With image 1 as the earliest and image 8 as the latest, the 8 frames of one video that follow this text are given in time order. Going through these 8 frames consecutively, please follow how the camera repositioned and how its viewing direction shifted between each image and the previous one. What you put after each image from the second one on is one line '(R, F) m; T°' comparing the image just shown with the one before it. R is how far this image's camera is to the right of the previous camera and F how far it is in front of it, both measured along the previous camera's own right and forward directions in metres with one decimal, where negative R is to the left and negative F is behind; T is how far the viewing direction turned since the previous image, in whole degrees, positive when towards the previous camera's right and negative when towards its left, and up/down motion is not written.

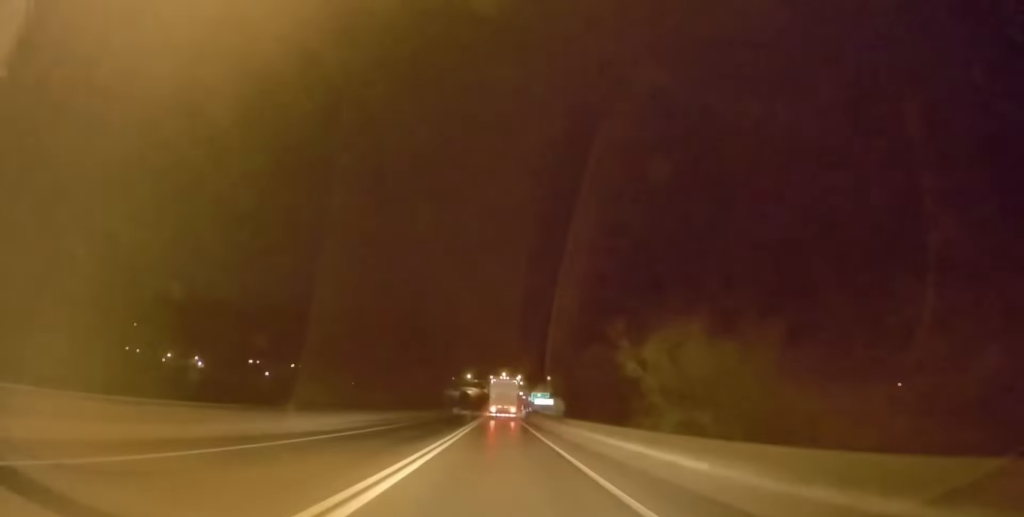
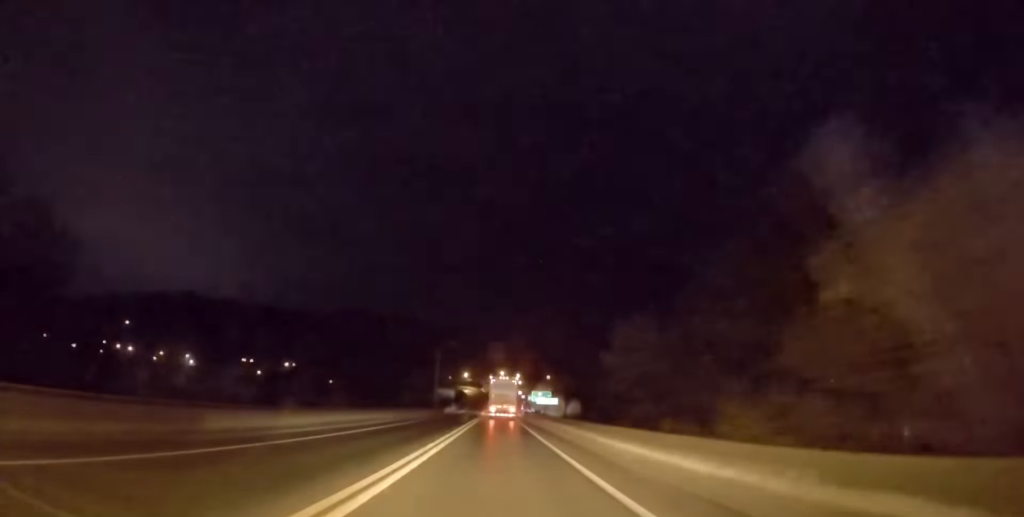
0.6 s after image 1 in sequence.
(-0.1, +12.3) m; 0°
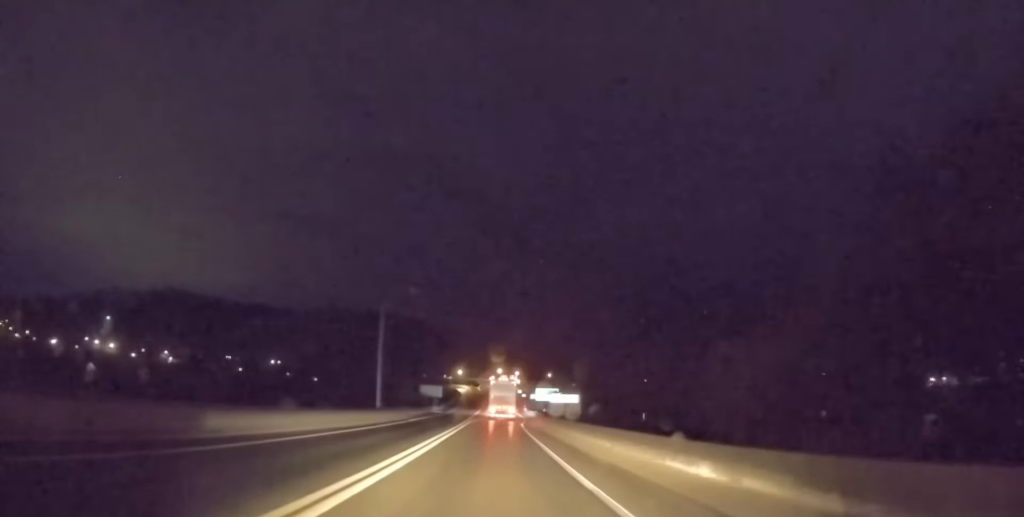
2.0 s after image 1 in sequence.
(0.0, +27.7) m; +1°
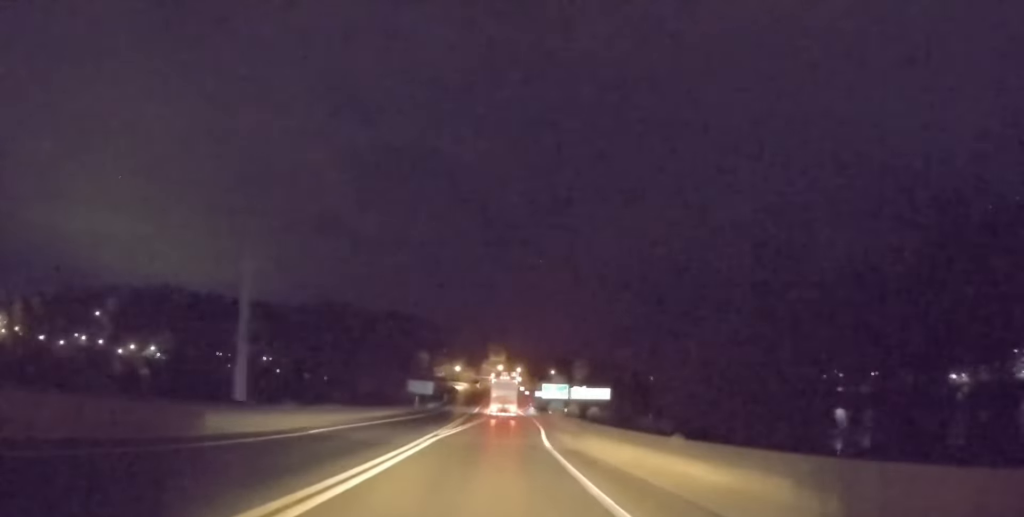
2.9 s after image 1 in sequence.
(+0.1, +17.6) m; 0°
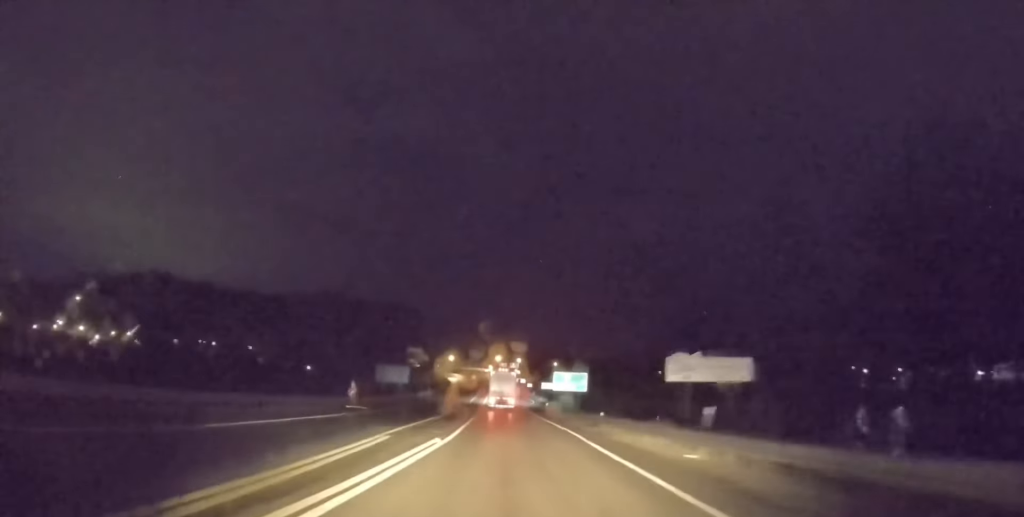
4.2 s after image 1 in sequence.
(-0.1, +28.1) m; 0°
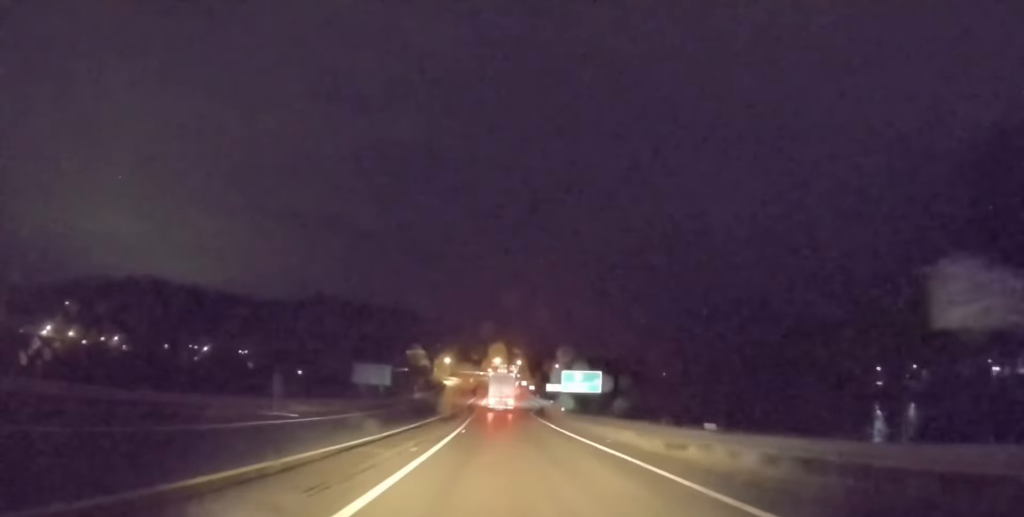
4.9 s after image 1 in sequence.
(+0.1, +14.5) m; -1°
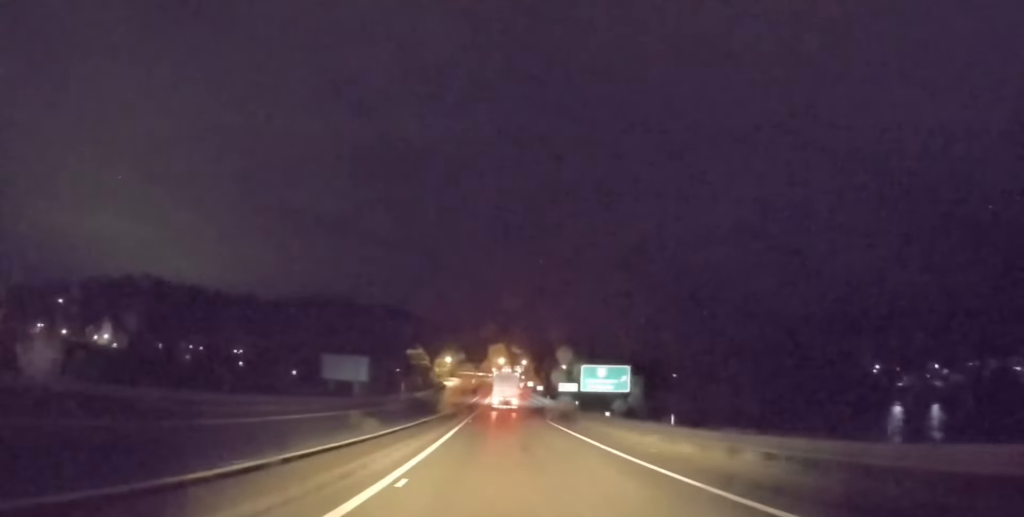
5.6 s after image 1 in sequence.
(-0.1, +16.5) m; 0°
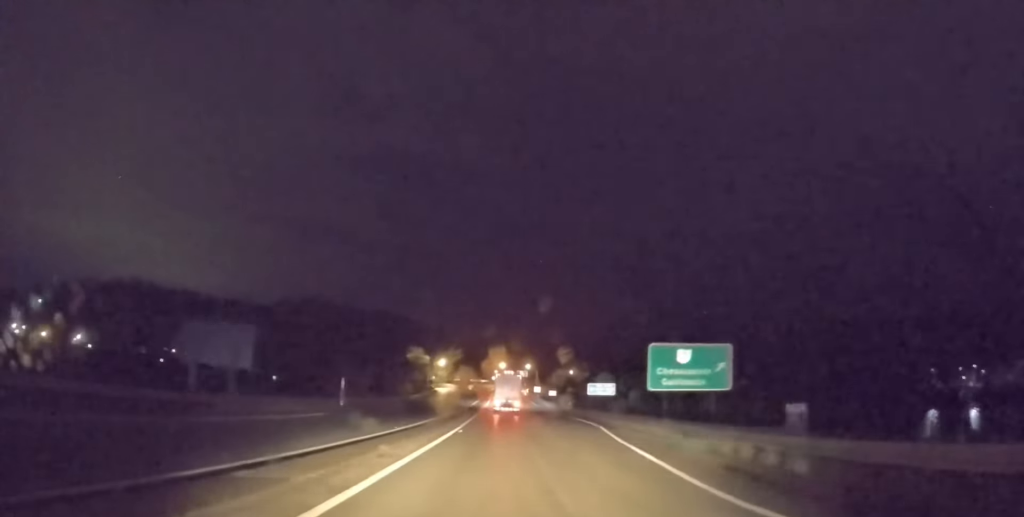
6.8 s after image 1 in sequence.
(0.0, +31.4) m; +1°
